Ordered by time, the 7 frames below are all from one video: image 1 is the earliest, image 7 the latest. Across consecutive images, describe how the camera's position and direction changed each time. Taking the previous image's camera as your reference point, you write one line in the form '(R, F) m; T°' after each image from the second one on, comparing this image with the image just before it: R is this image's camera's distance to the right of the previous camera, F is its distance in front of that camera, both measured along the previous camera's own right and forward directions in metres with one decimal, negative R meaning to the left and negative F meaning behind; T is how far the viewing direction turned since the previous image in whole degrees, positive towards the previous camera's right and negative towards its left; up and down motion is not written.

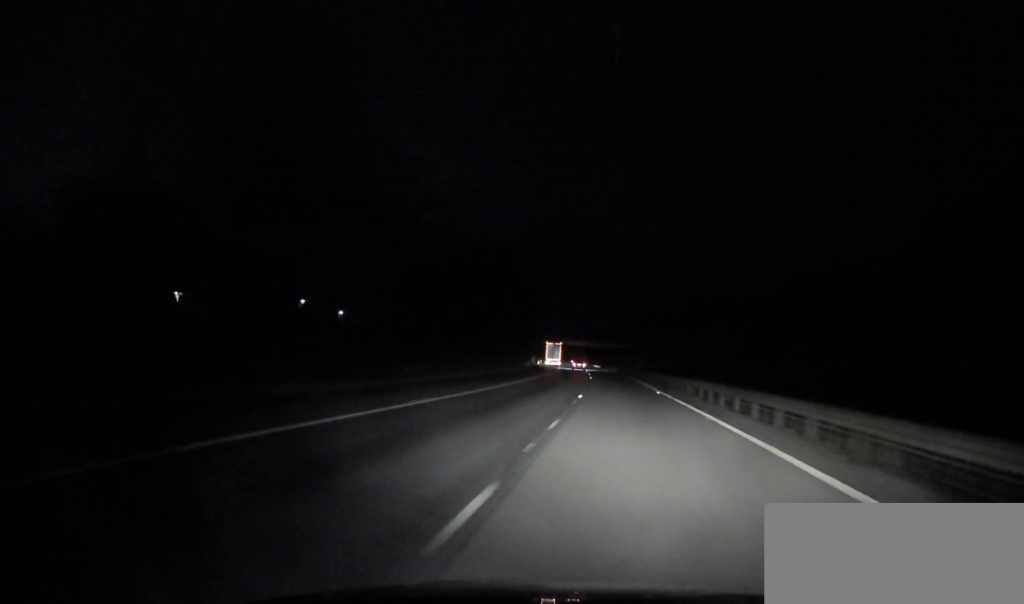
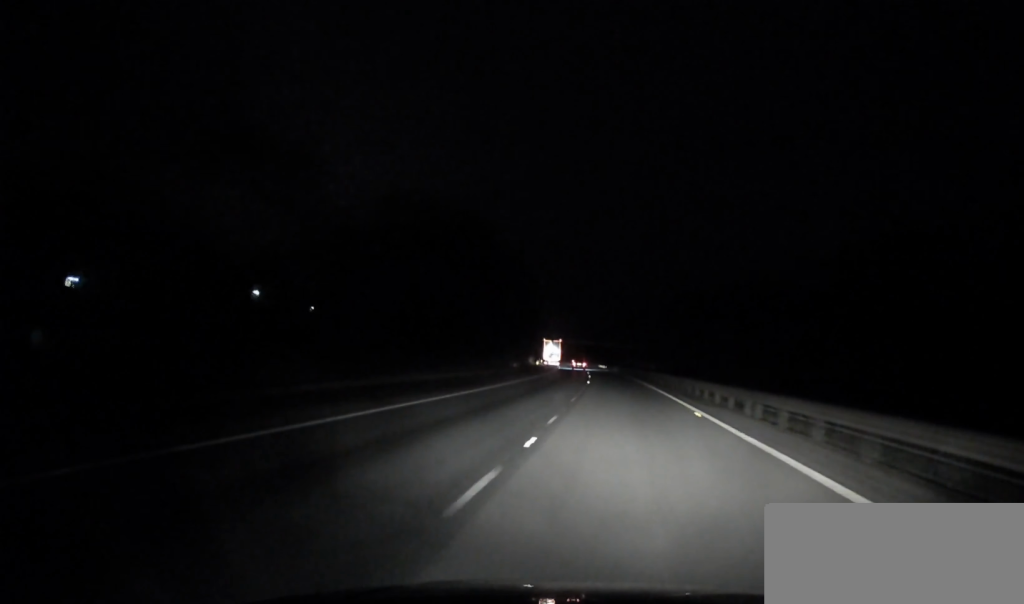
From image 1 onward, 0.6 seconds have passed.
(+0.2, +23.6) m; 0°
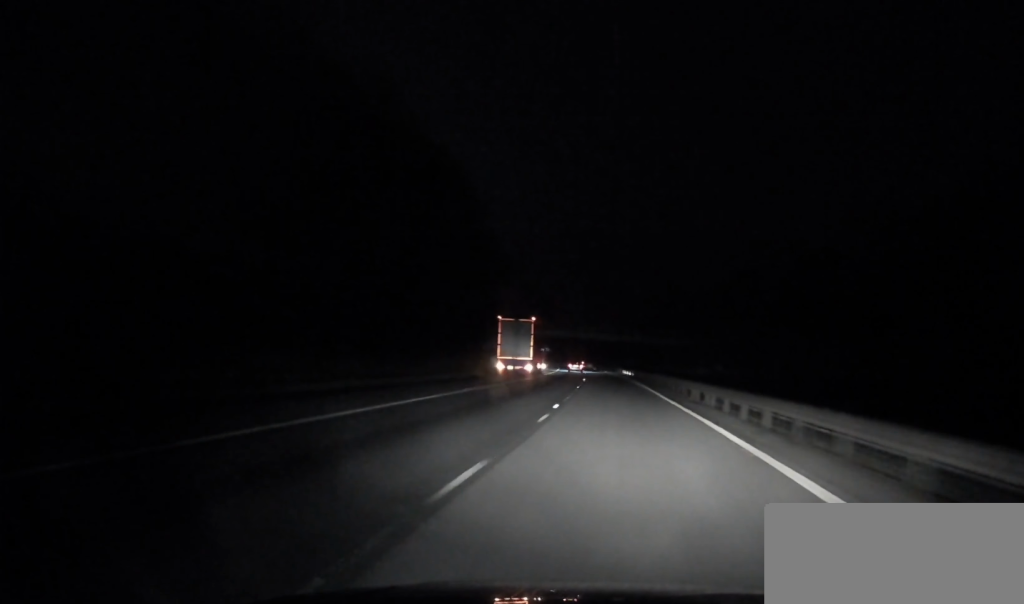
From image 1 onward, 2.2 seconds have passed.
(-1.3, +61.7) m; -3°
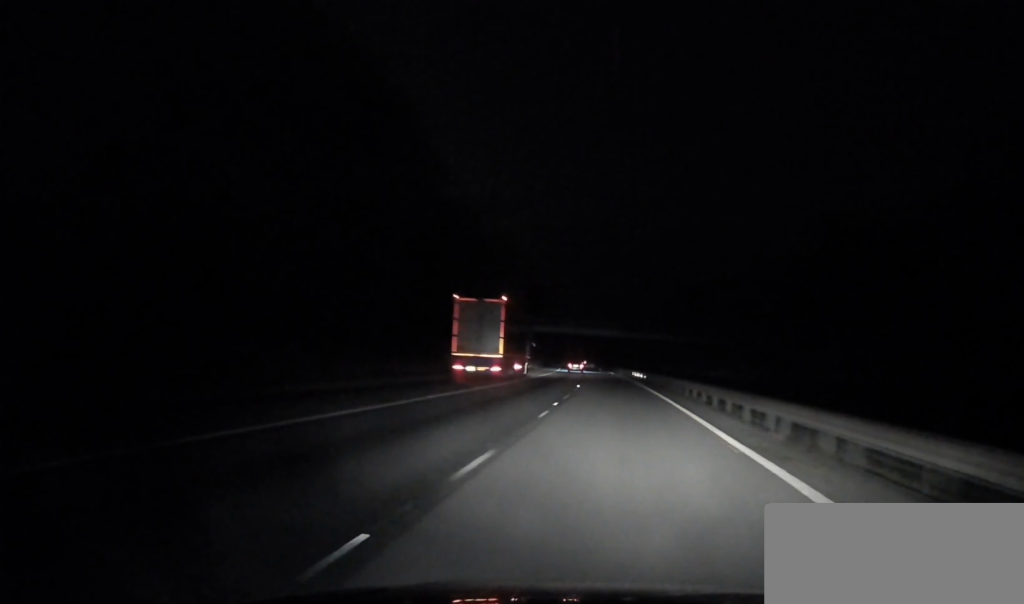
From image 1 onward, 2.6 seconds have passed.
(-0.1, +17.1) m; -1°
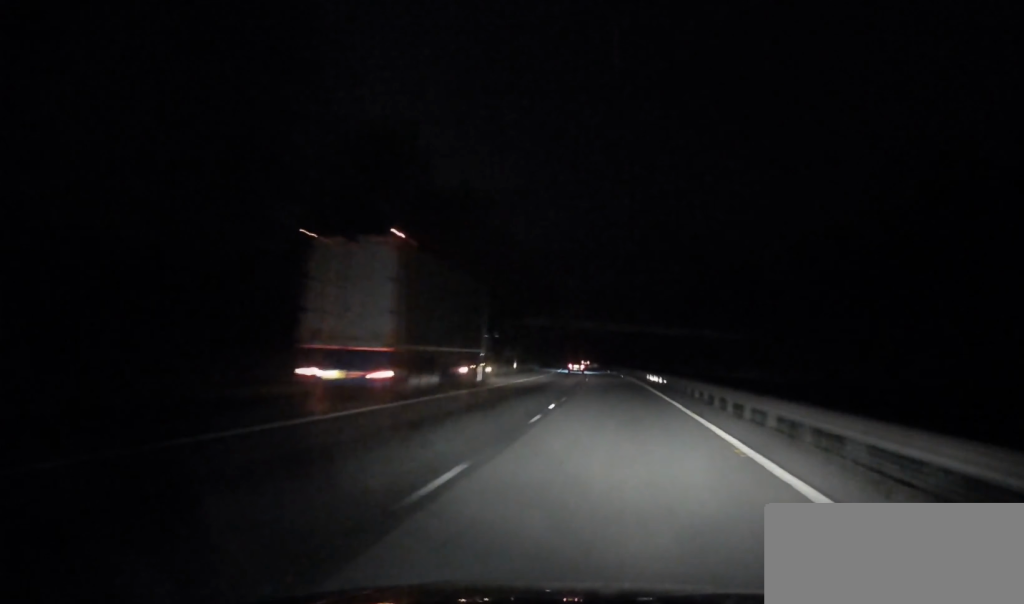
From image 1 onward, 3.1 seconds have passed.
(-0.2, +19.2) m; -1°
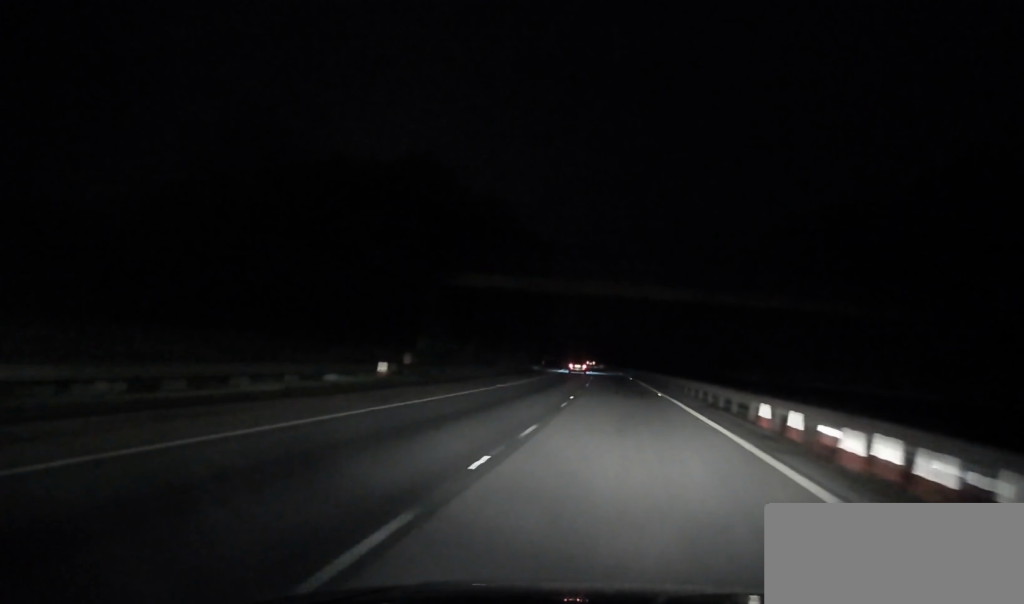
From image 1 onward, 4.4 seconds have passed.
(-0.8, +47.5) m; -2°
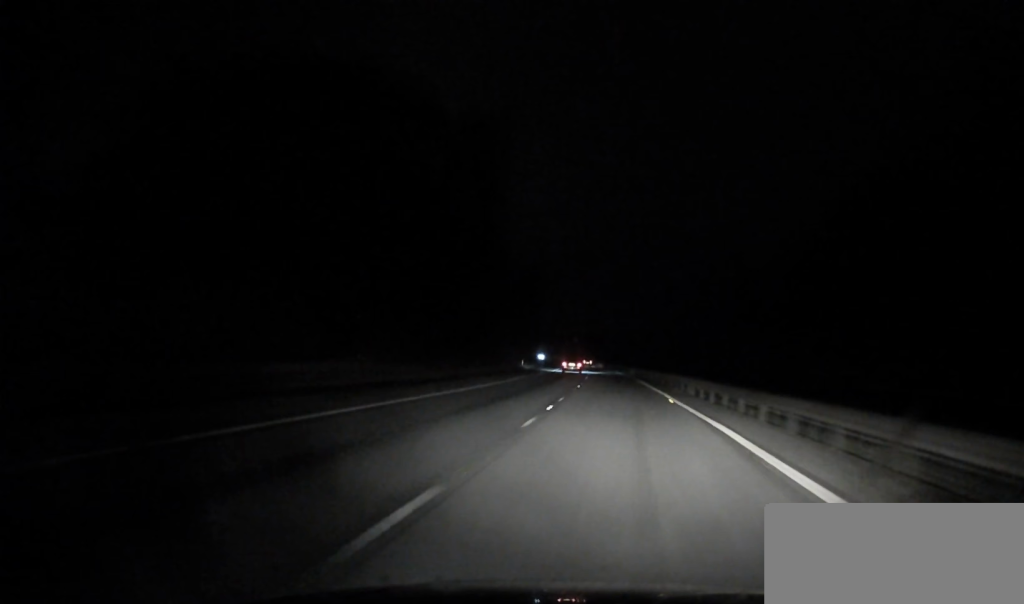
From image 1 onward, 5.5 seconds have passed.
(-0.3, +43.9) m; -1°
